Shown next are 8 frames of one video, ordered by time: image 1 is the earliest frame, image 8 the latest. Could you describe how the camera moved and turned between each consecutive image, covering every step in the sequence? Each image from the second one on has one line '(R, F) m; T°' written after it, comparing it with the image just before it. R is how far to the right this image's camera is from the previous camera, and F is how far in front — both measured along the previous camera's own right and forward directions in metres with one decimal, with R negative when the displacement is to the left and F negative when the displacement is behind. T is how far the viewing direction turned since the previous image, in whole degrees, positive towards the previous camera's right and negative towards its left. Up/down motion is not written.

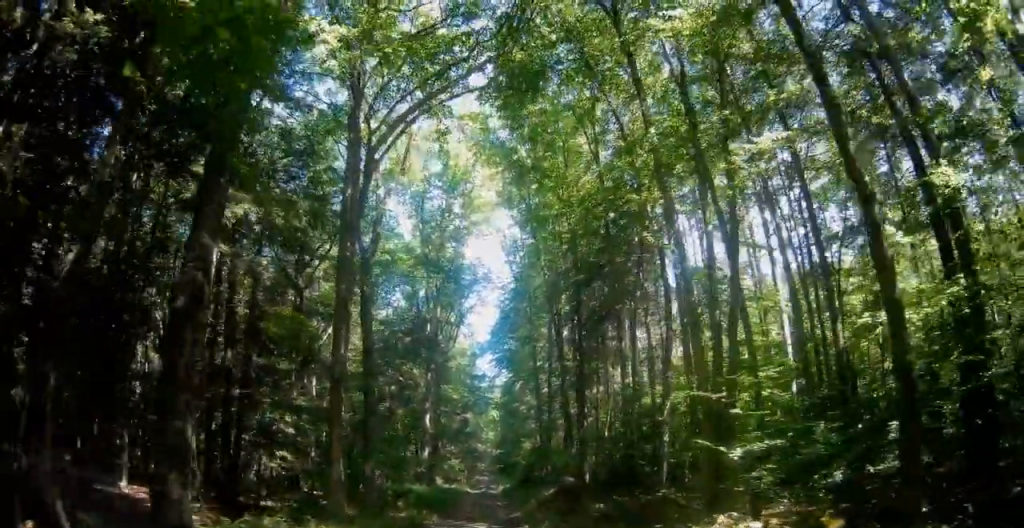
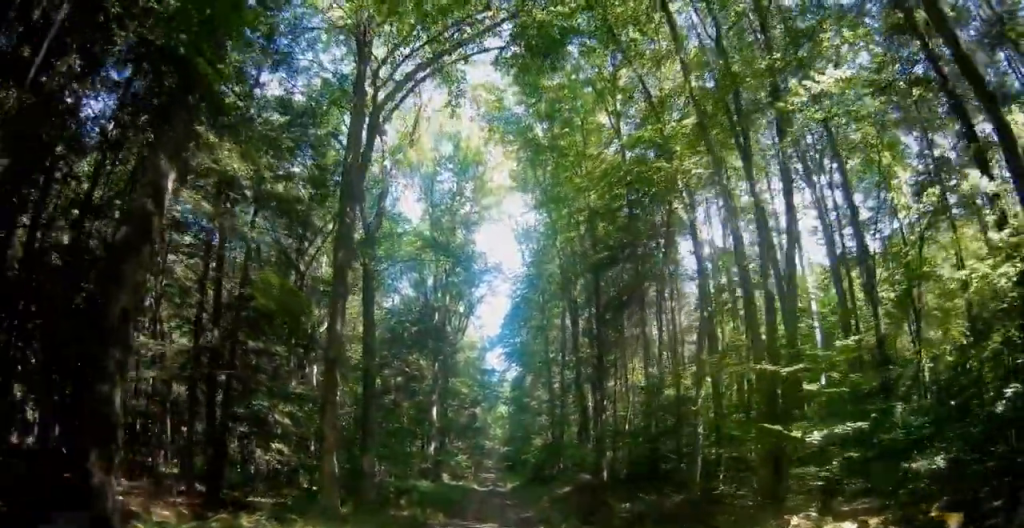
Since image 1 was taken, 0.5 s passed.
(0.0, +2.3) m; -1°
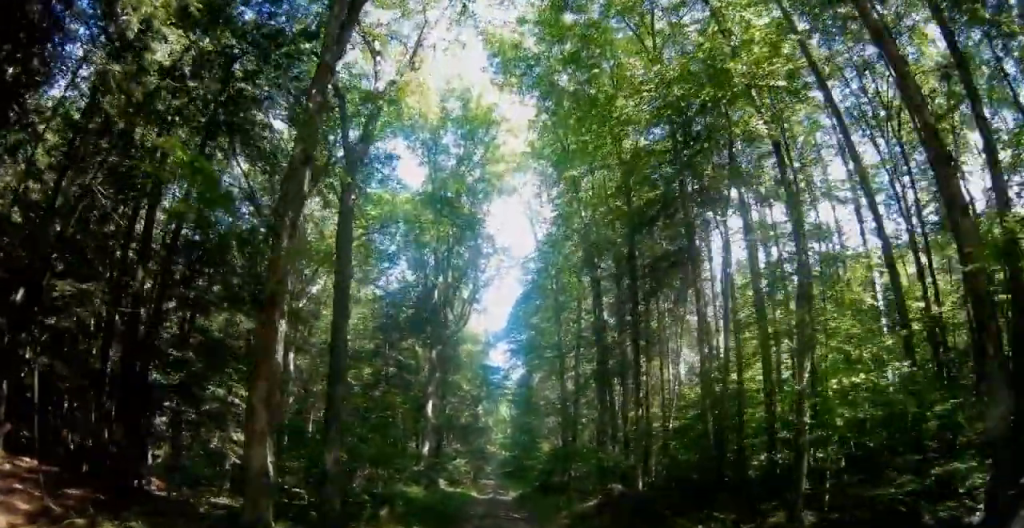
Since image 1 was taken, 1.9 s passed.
(0.0, +6.1) m; 0°
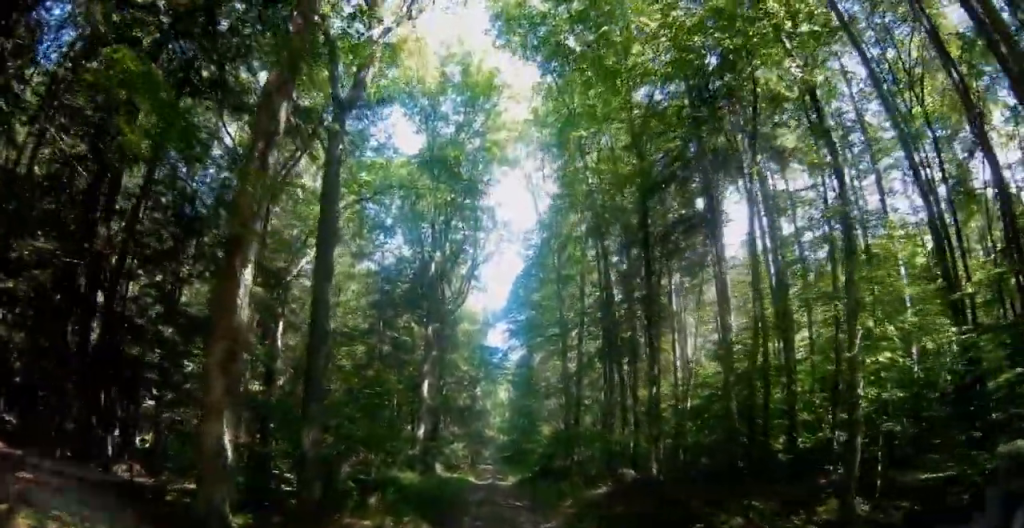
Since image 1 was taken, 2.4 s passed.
(0.0, +2.0) m; 0°
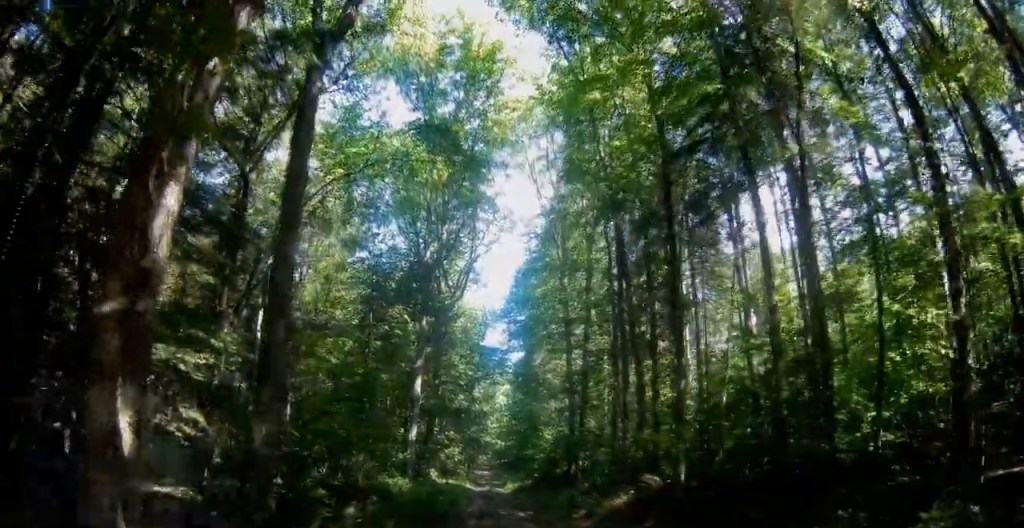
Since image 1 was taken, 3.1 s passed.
(0.0, +2.6) m; 0°
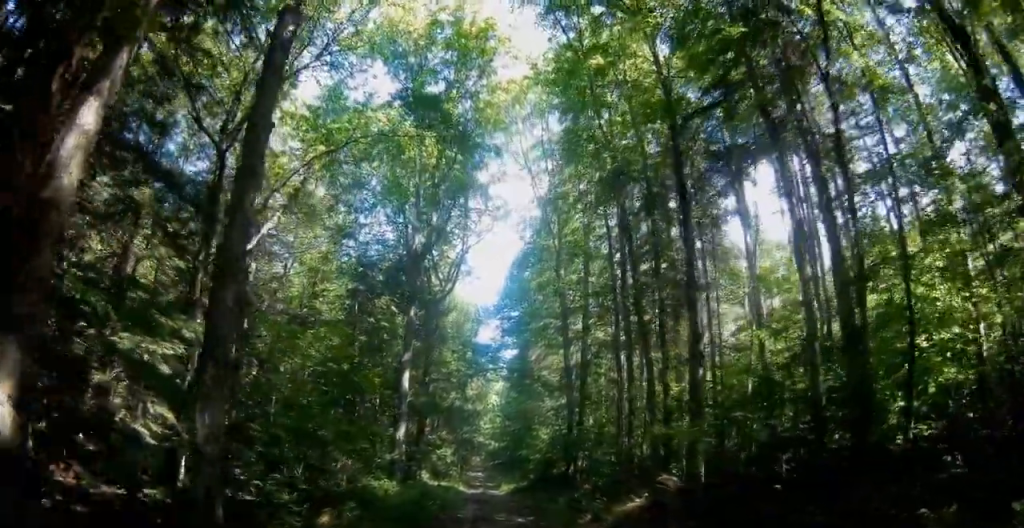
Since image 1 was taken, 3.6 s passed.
(0.0, +1.4) m; 0°
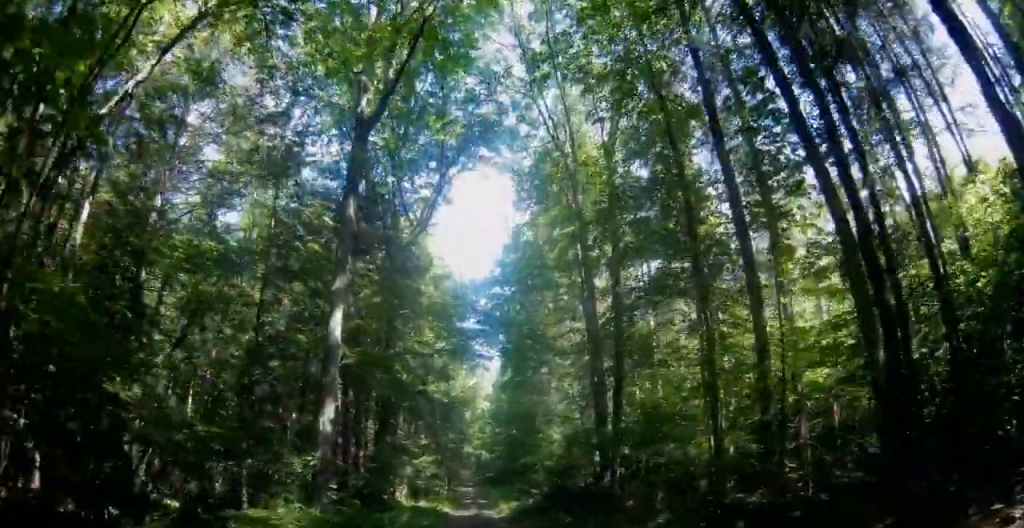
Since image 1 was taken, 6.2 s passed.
(+0.2, +8.2) m; -1°
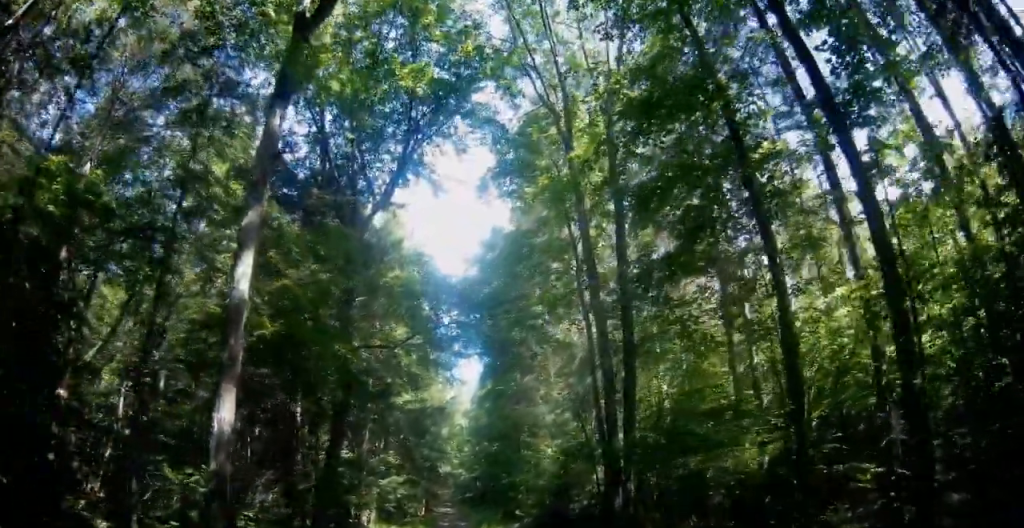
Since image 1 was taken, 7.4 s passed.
(-0.5, +4.1) m; -3°
